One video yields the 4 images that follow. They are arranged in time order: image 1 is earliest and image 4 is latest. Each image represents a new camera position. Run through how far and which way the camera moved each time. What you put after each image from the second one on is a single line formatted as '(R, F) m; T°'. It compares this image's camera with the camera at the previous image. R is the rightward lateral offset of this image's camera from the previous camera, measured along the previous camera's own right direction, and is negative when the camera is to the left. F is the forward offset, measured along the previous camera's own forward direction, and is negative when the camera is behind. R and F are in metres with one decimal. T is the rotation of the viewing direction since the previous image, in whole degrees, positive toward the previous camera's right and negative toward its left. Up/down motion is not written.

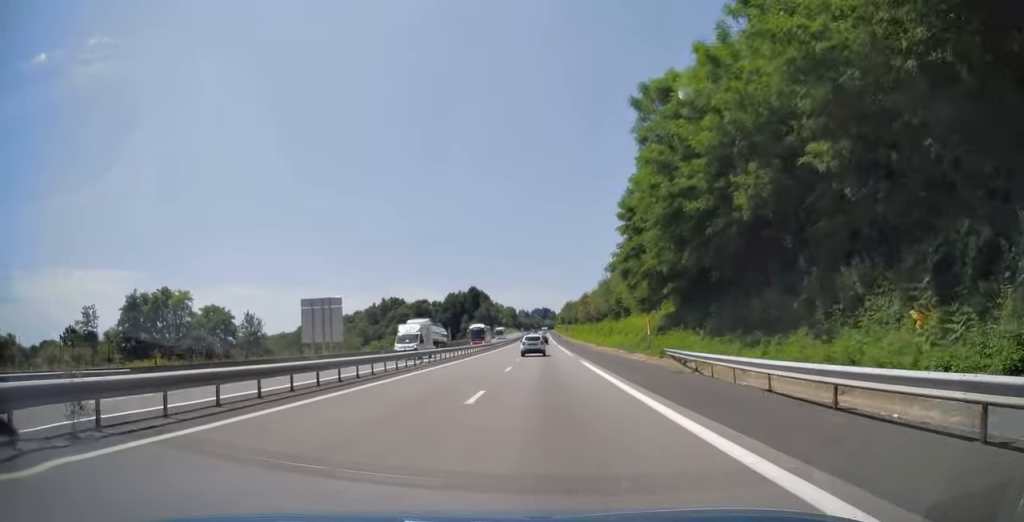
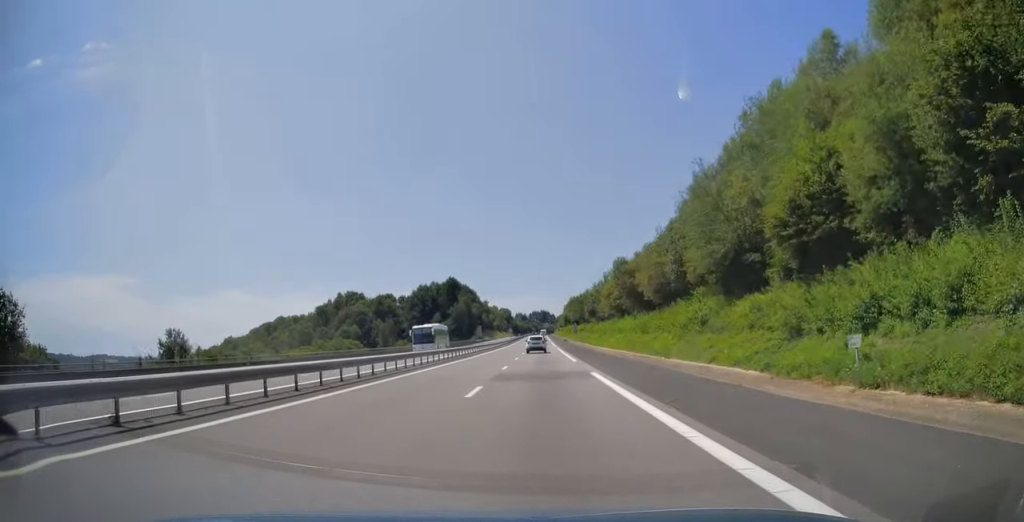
(+0.2, +63.1) m; 0°
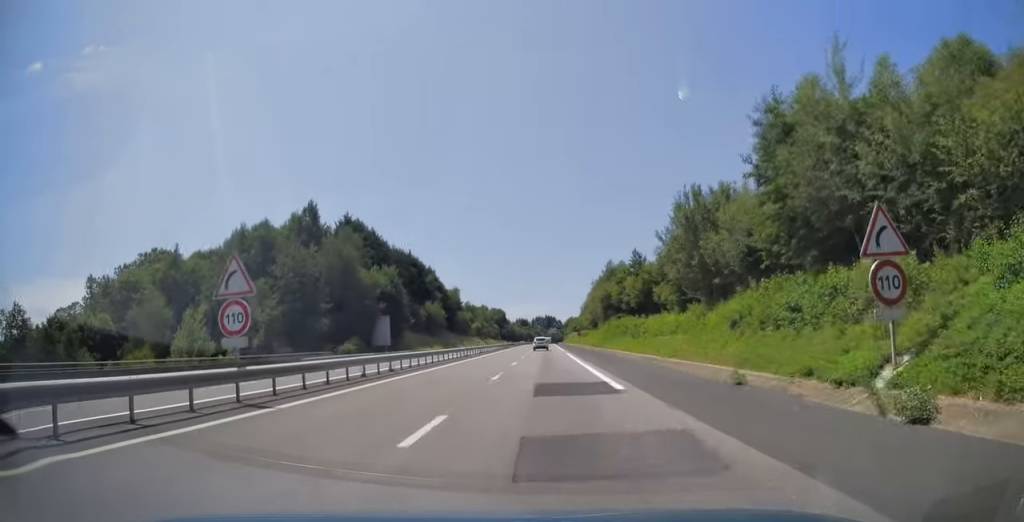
(-0.2, +123.4) m; 0°
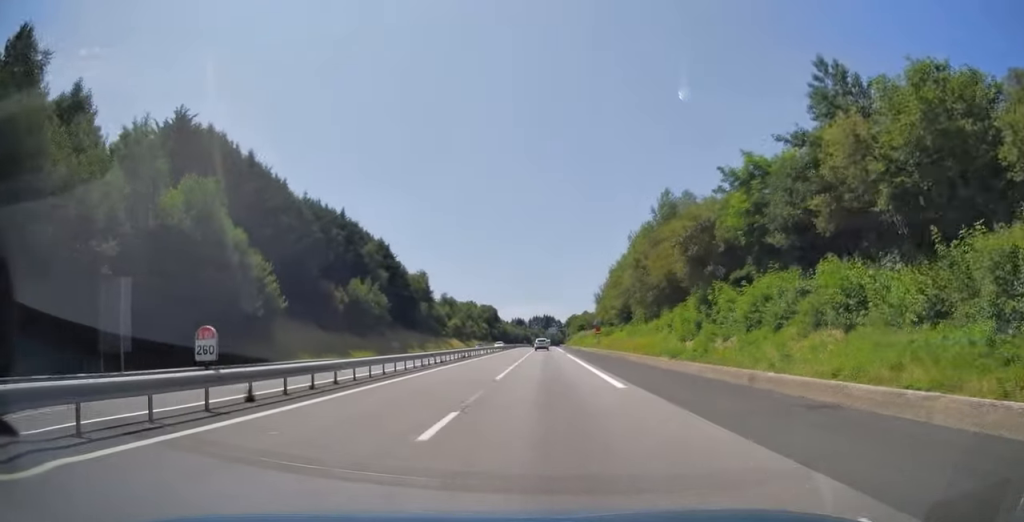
(-0.3, +52.1) m; -1°
